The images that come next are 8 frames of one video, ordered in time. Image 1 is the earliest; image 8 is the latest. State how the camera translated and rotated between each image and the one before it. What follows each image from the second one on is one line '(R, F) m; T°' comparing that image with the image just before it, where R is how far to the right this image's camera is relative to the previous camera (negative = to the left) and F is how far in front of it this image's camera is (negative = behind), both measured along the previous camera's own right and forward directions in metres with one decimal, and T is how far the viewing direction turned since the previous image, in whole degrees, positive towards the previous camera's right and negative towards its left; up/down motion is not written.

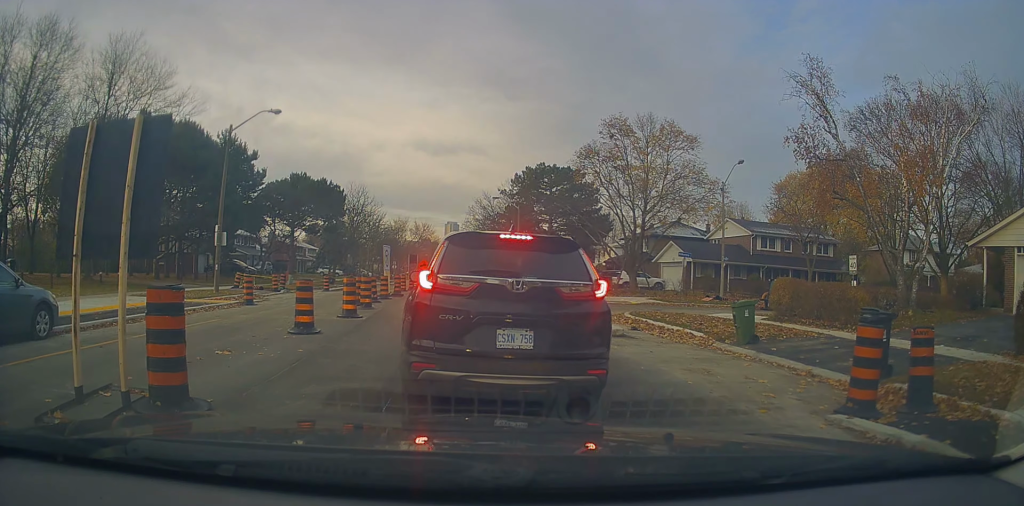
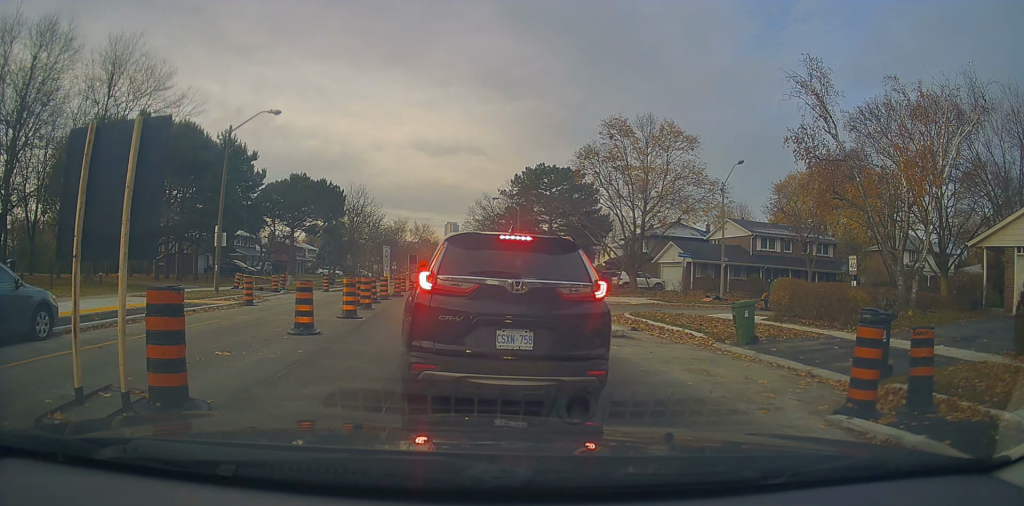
(+0.1, +0.4) m; 0°
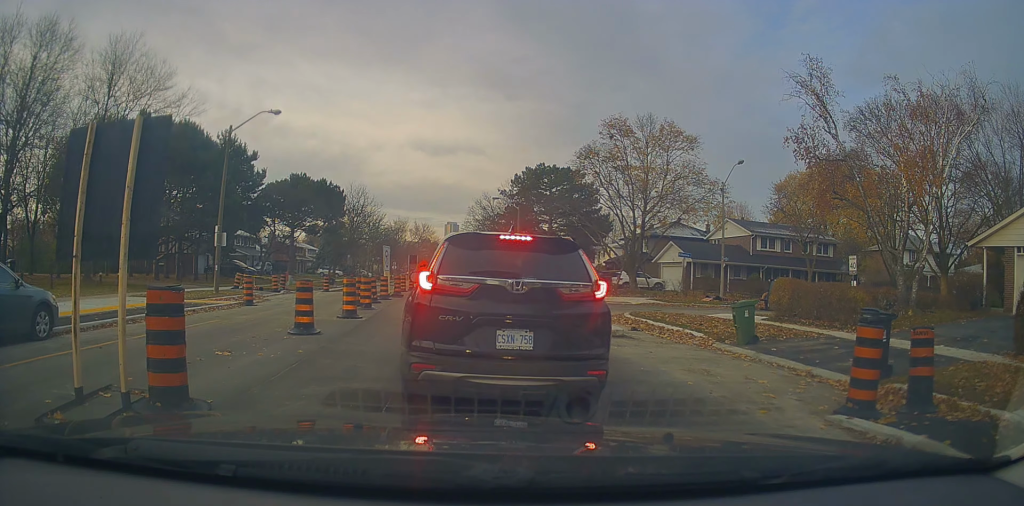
(0.0, +0.4) m; 0°
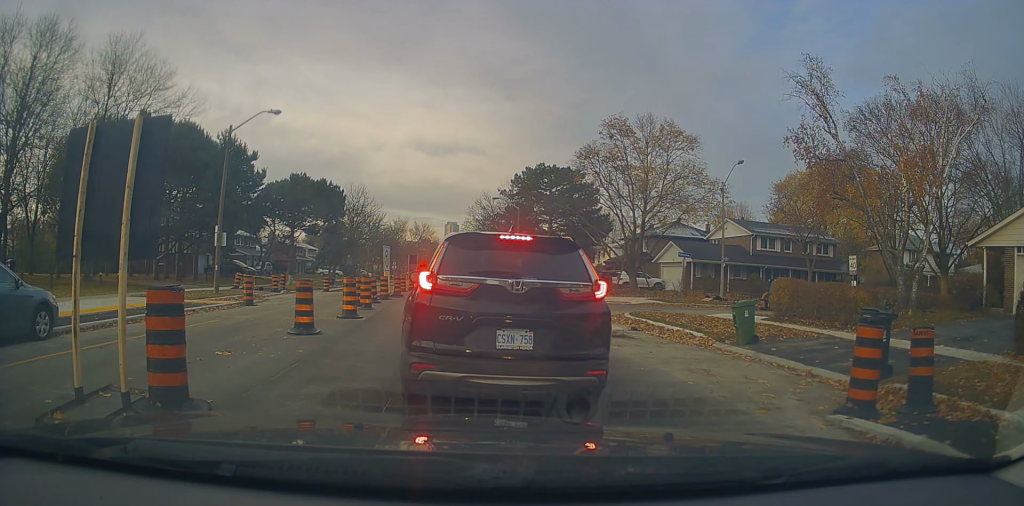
(0.0, 0.0) m; 0°
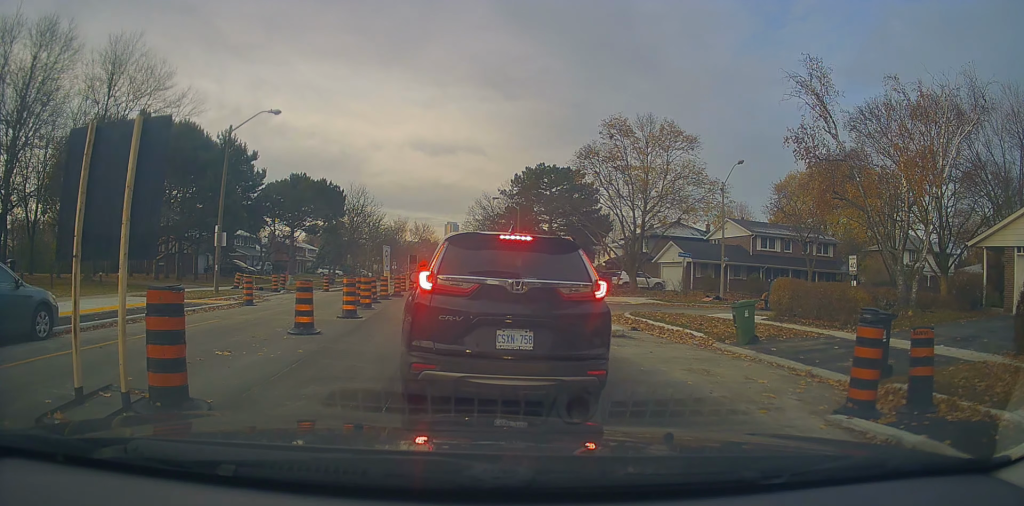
(0.0, 0.0) m; 0°
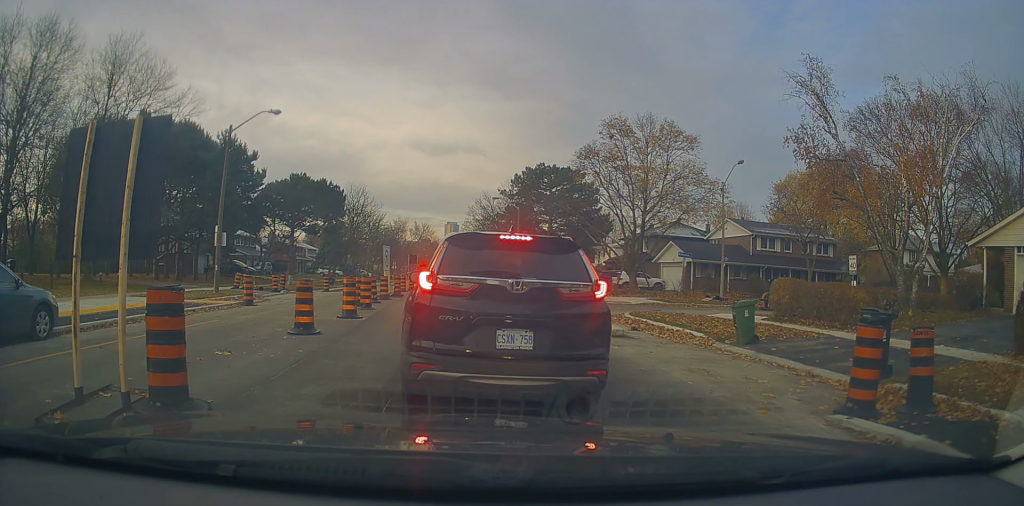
(0.0, 0.0) m; 0°
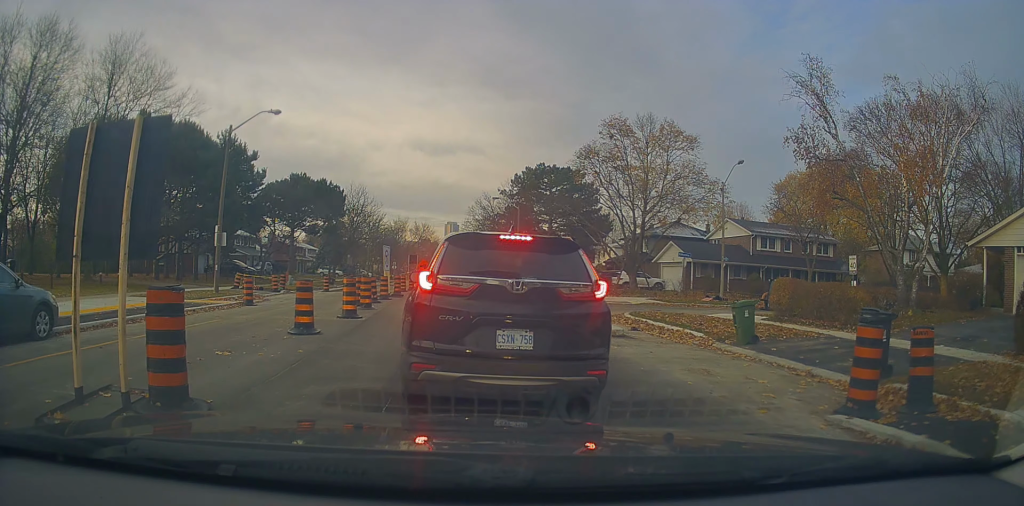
(0.0, 0.0) m; 0°
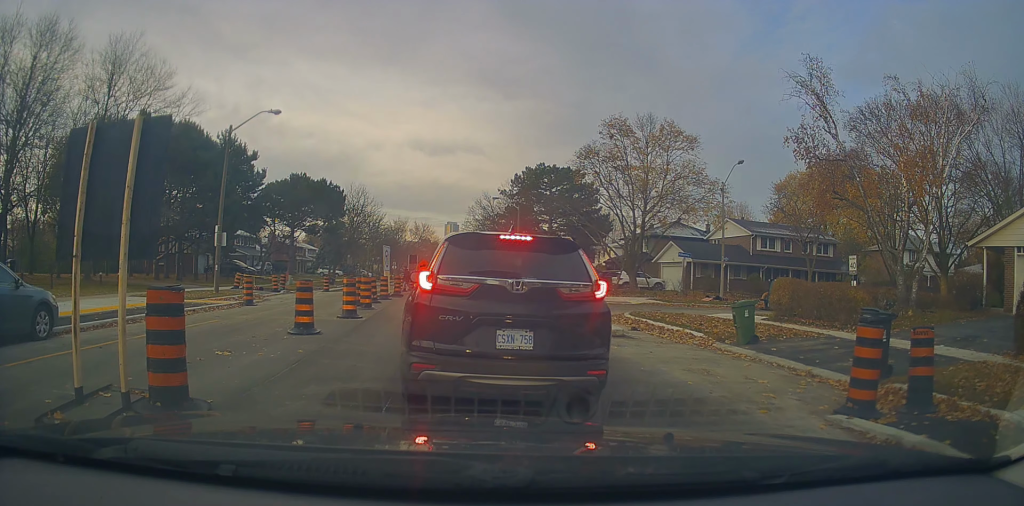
(0.0, 0.0) m; 0°
